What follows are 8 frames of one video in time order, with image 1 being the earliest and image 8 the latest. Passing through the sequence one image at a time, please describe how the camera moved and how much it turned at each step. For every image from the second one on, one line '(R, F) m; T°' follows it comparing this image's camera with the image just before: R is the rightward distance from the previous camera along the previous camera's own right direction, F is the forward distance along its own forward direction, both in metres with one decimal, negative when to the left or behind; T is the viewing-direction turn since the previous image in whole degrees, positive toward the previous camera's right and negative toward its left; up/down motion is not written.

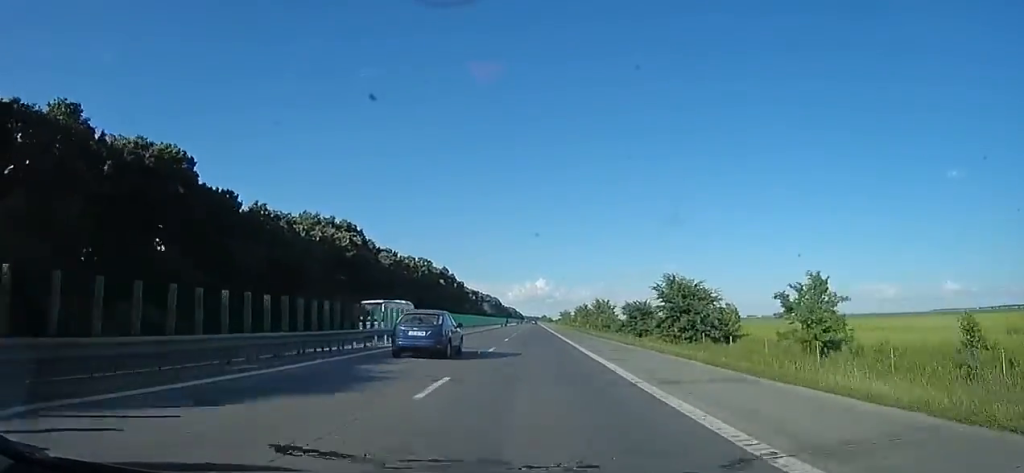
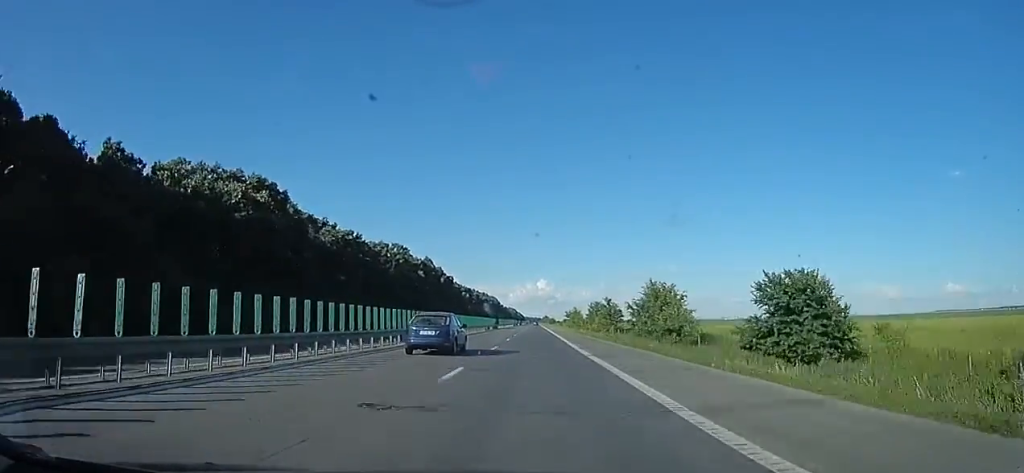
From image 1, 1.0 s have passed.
(+1.1, +33.3) m; +1°
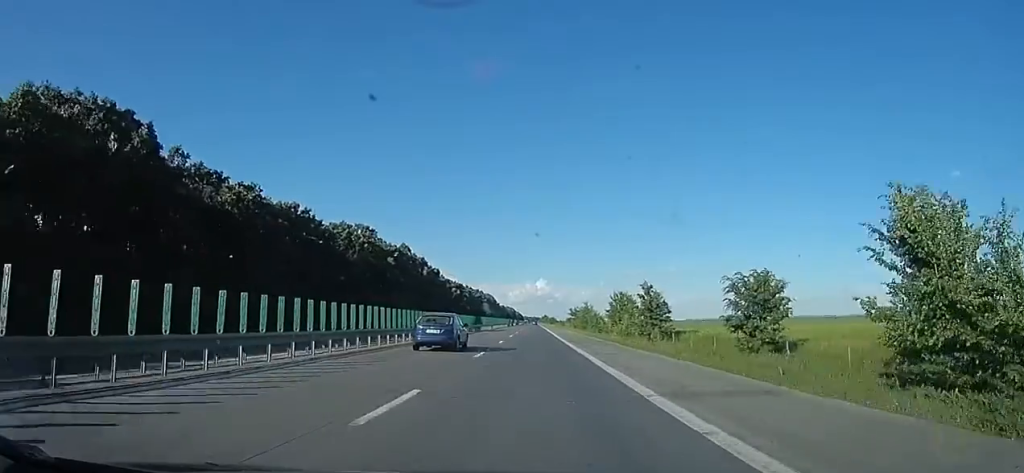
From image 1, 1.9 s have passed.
(-0.5, +28.6) m; -2°
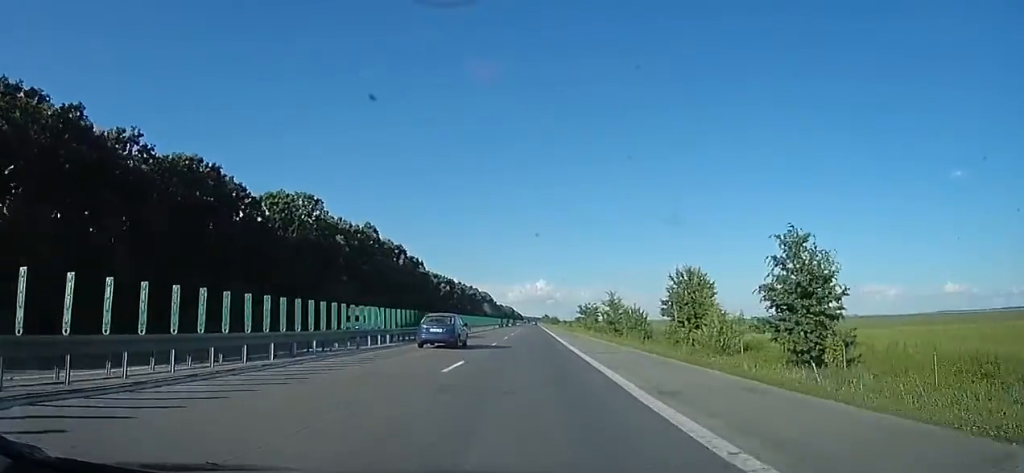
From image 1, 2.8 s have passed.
(-0.6, +29.6) m; +1°
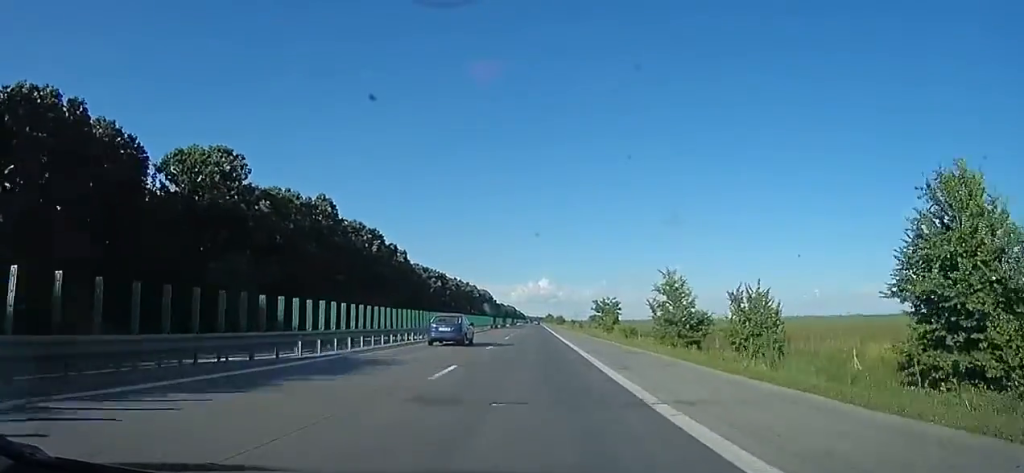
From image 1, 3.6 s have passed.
(+0.9, +25.3) m; +1°
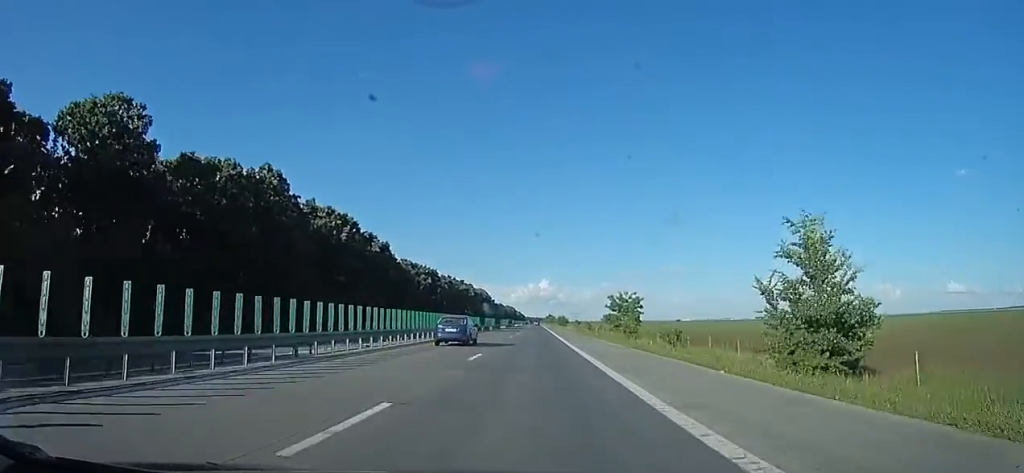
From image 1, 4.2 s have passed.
(+0.1, +18.3) m; 0°
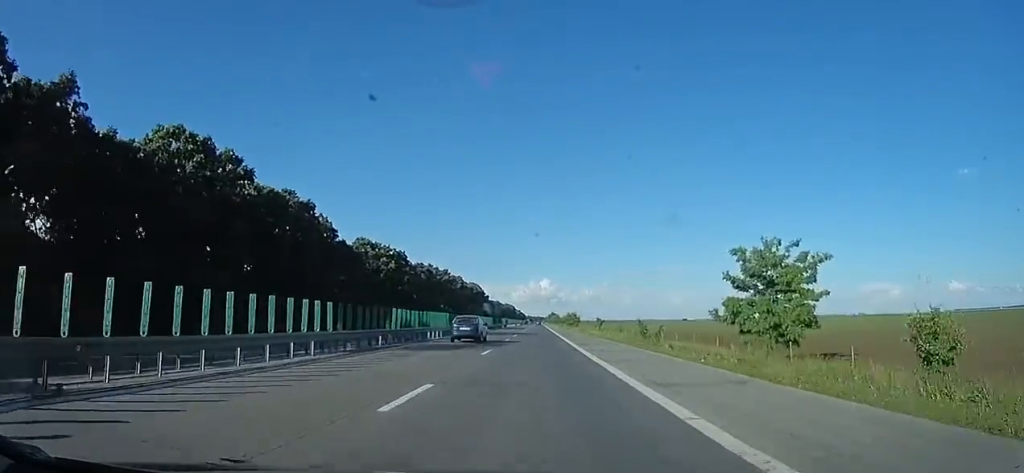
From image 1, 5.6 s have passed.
(-1.3, +45.9) m; -1°
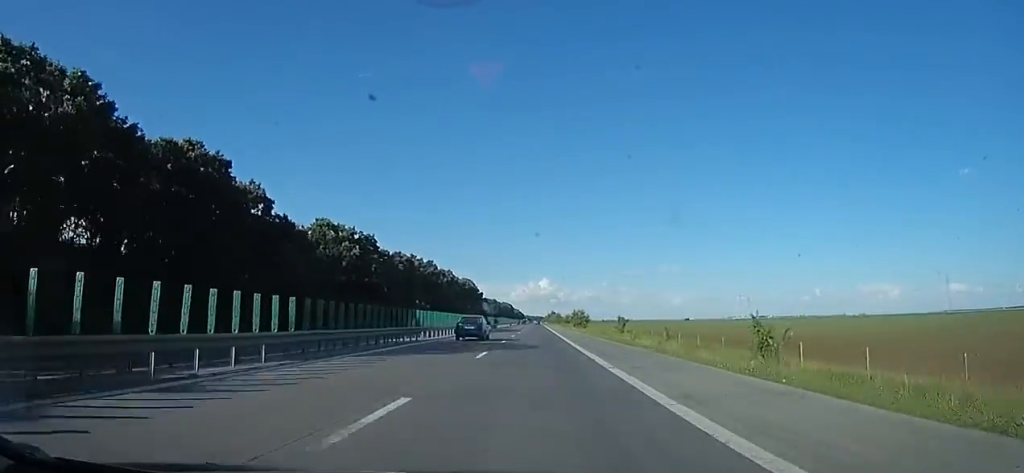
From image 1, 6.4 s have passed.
(+0.4, +25.6) m; 0°
